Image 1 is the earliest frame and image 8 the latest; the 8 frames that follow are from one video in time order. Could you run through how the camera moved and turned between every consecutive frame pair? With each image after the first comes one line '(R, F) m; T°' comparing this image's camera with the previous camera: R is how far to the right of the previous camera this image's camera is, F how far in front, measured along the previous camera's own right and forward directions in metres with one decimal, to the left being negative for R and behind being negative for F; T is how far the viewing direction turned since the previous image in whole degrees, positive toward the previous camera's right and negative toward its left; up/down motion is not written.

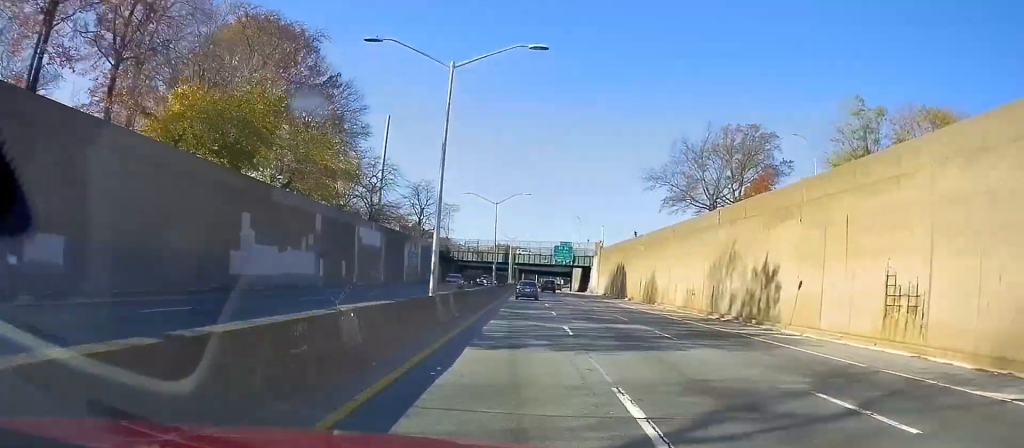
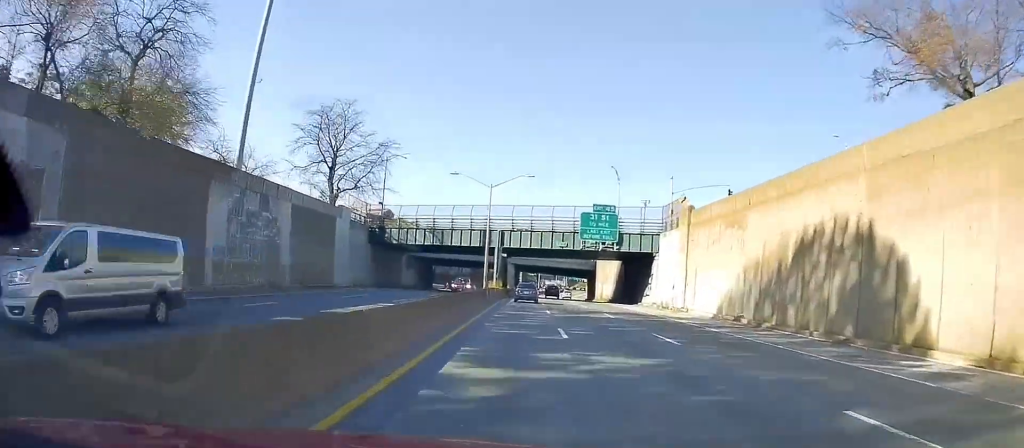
(+0.2, +52.9) m; 0°
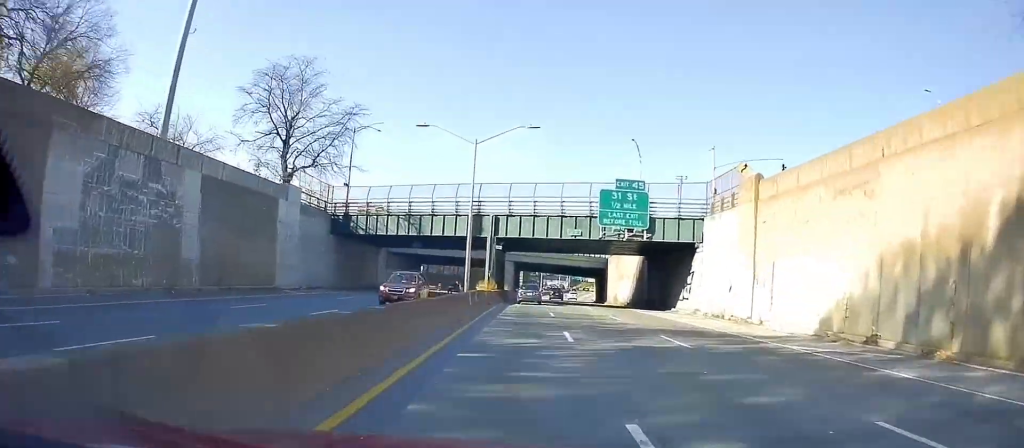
(+0.1, +13.2) m; 0°
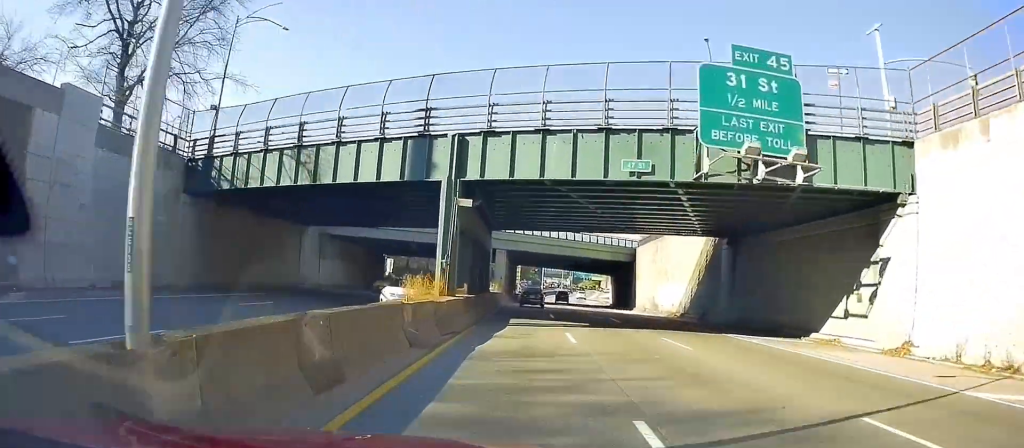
(+0.3, +24.0) m; +1°
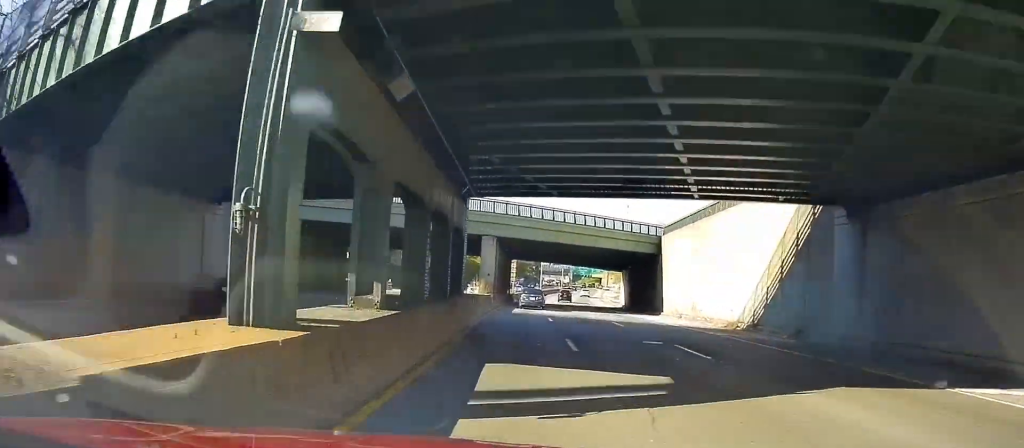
(0.0, +14.4) m; 0°
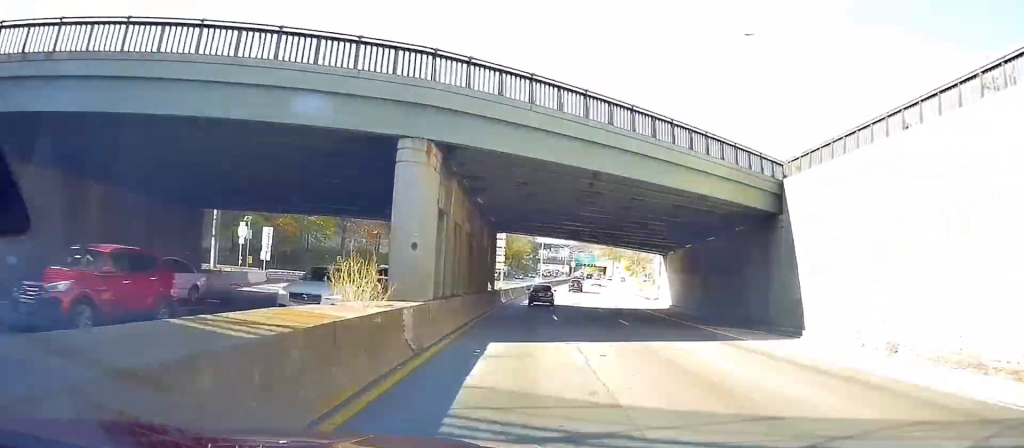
(+0.1, +26.8) m; 0°
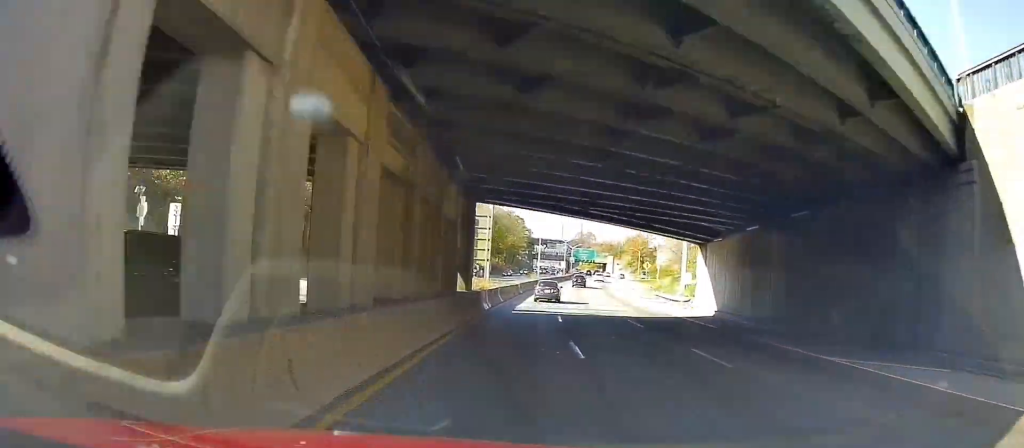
(0.0, +13.4) m; 0°
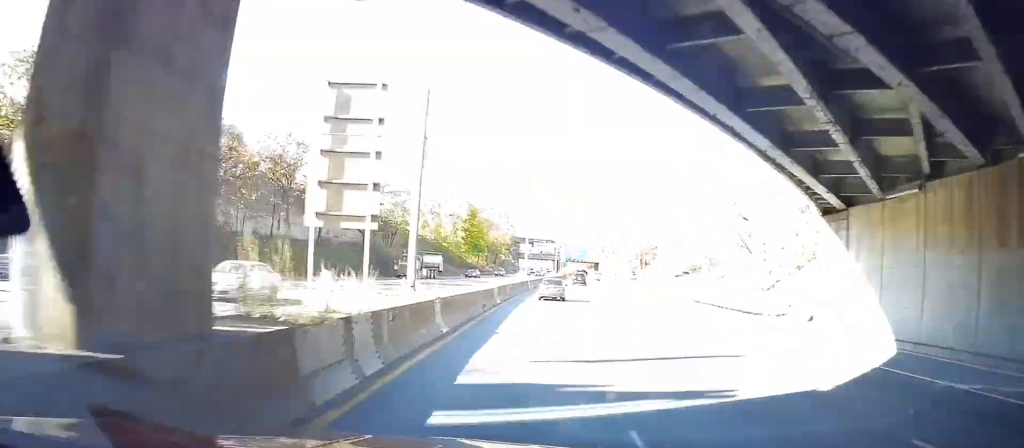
(-0.1, +20.6) m; +1°
